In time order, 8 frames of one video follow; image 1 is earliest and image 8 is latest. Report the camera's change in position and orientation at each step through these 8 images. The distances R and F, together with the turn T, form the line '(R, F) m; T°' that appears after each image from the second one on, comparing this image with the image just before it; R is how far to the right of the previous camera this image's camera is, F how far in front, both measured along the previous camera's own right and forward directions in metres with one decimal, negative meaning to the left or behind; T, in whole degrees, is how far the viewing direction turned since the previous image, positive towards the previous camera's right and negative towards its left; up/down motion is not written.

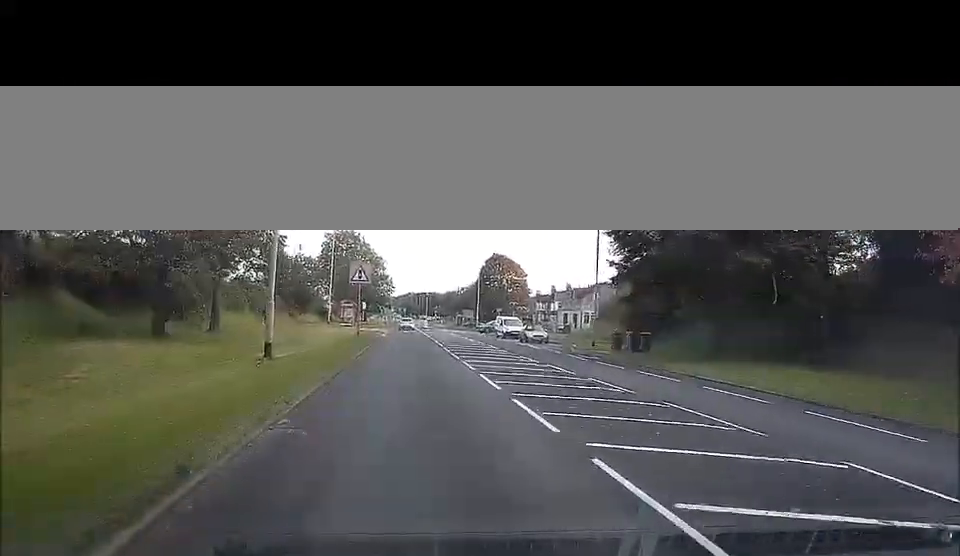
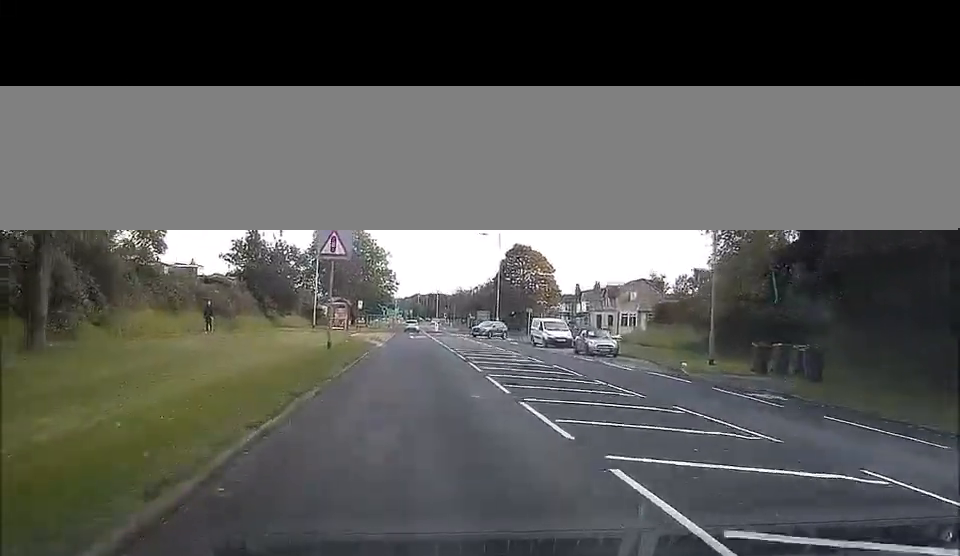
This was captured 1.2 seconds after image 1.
(+0.1, +18.8) m; -1°
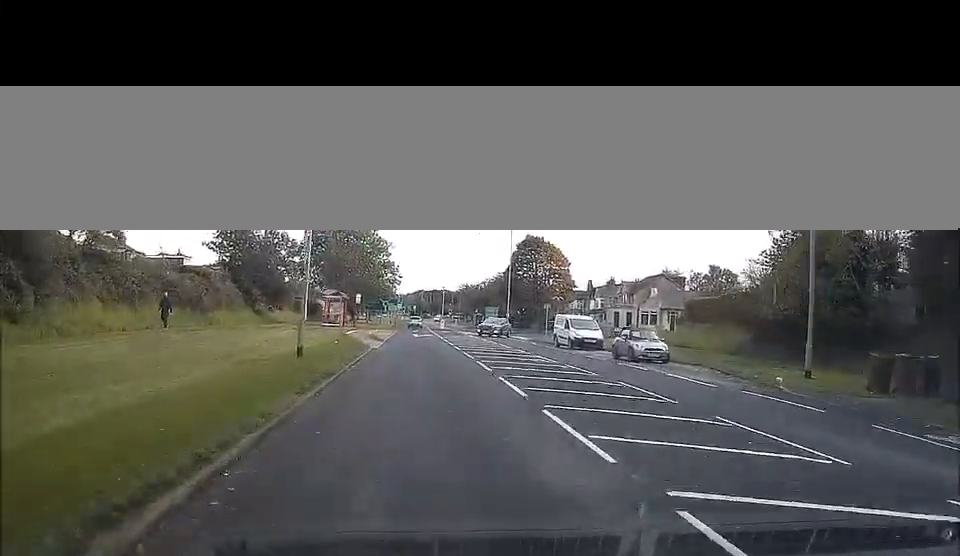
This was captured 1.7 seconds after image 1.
(-0.1, +7.8) m; -1°
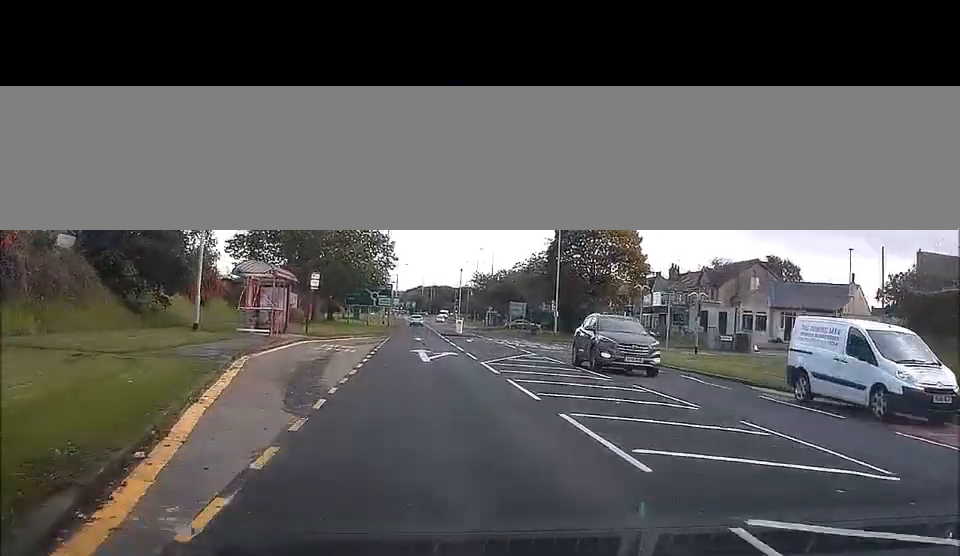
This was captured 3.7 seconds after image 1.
(0.0, +31.5) m; 0°
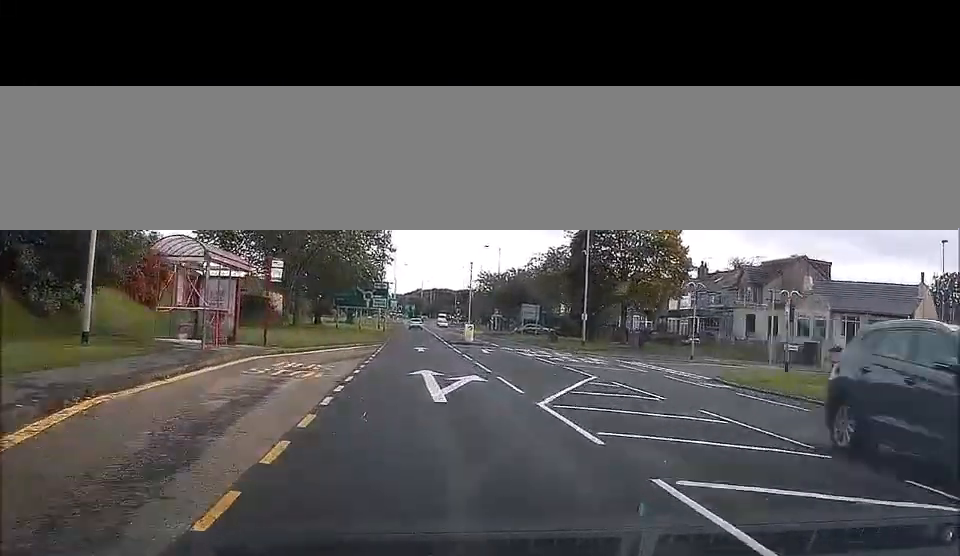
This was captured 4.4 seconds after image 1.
(0.0, +10.6) m; 0°
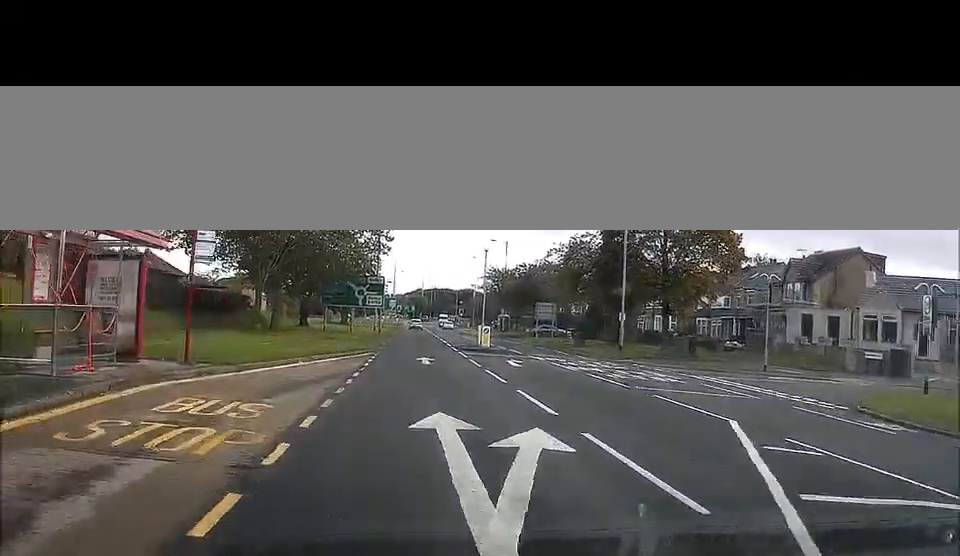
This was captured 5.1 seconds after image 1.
(0.0, +9.4) m; 0°
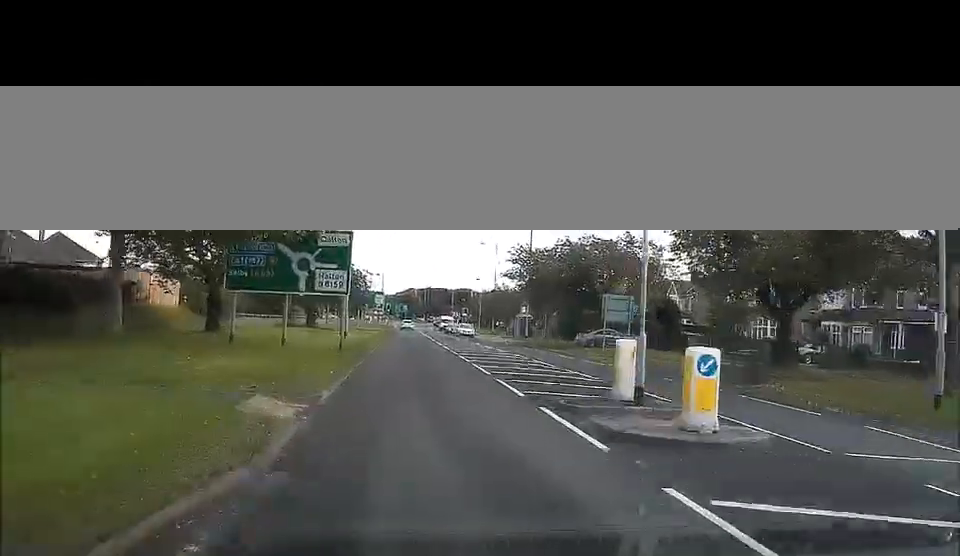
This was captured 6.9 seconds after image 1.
(-0.2, +27.2) m; 0°
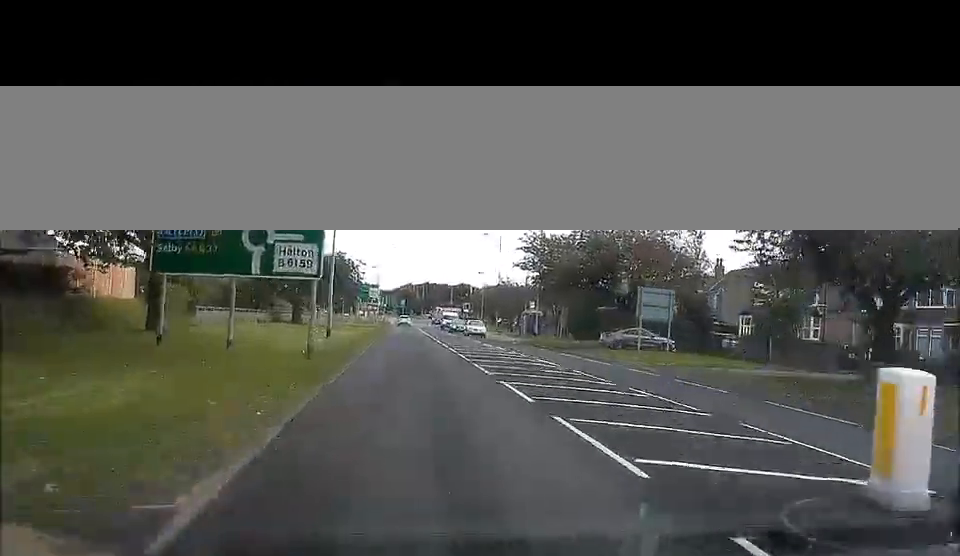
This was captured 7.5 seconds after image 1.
(+0.1, +7.7) m; 0°
